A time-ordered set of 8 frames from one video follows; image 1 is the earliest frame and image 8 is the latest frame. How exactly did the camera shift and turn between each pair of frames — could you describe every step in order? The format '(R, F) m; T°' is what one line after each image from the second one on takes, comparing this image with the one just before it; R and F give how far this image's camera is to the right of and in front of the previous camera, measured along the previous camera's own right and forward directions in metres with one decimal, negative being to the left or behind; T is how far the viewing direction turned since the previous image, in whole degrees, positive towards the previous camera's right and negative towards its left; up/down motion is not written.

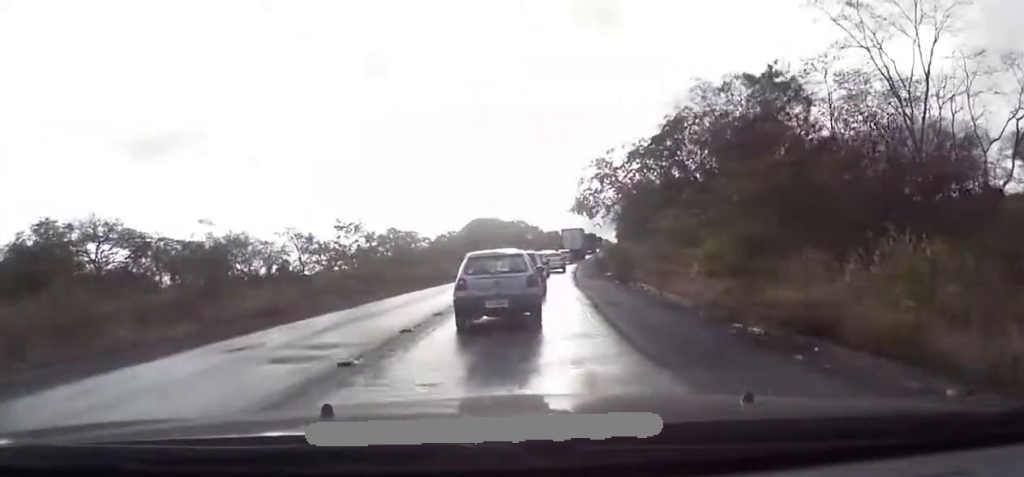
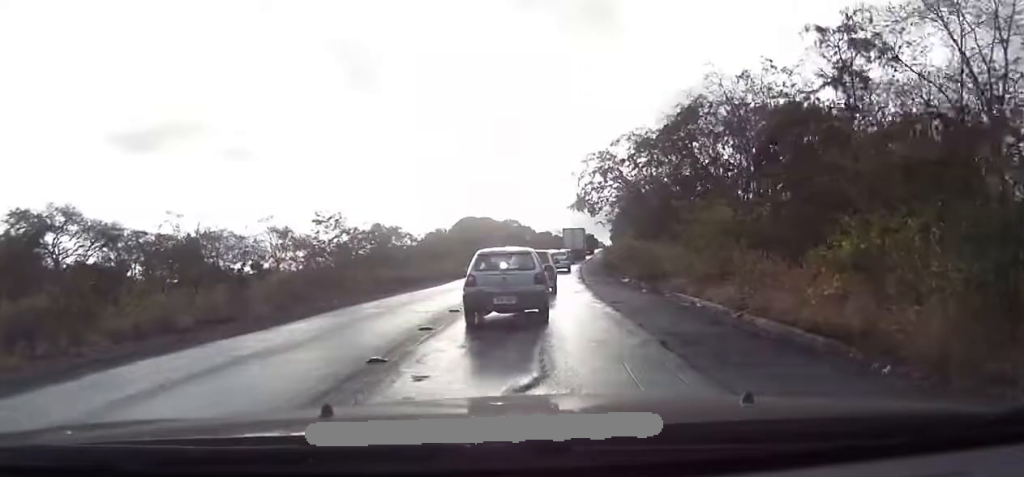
(-0.1, +7.9) m; 0°
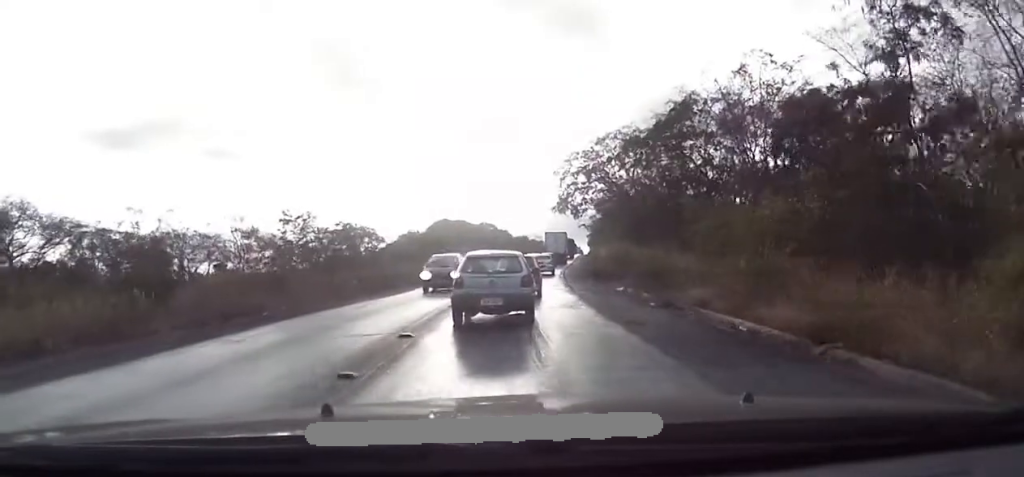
(0.0, +4.8) m; 0°
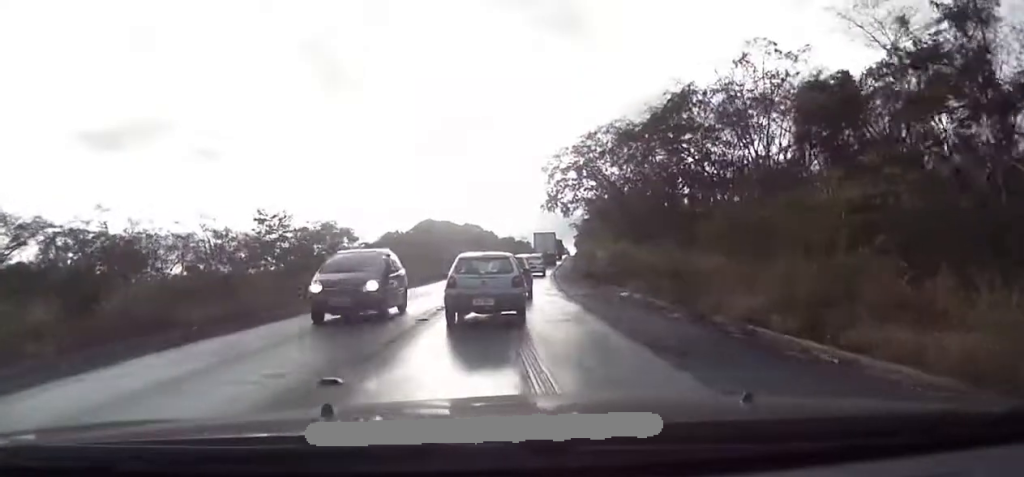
(0.0, +4.3) m; +1°
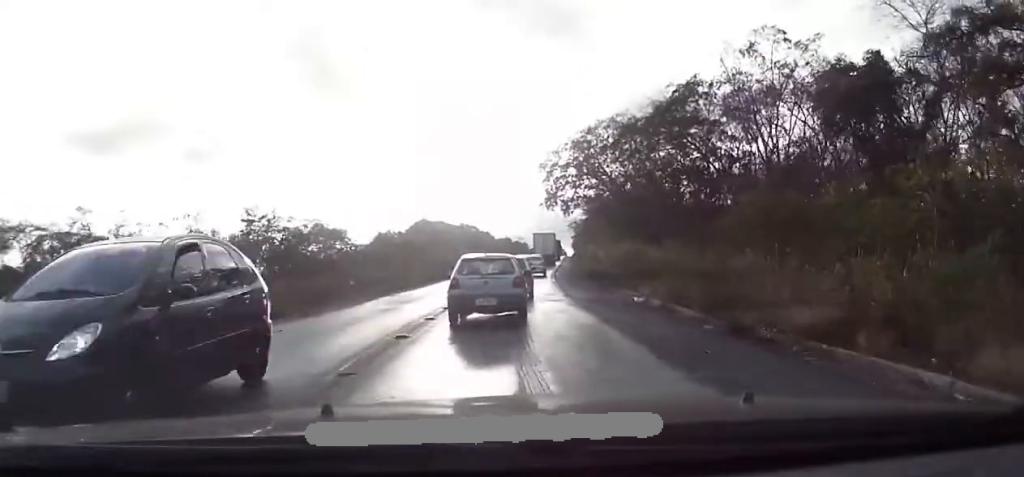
(0.0, +3.0) m; +1°
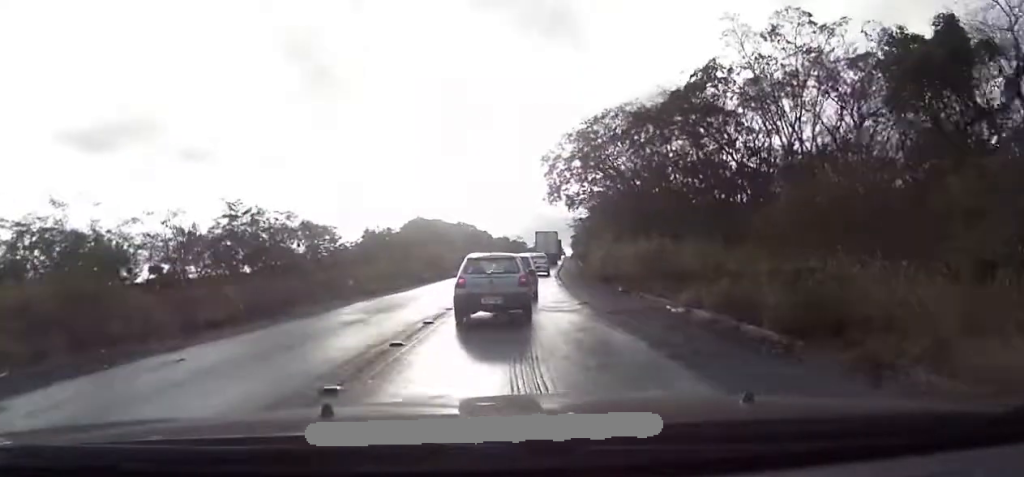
(+0.1, +5.1) m; +3°
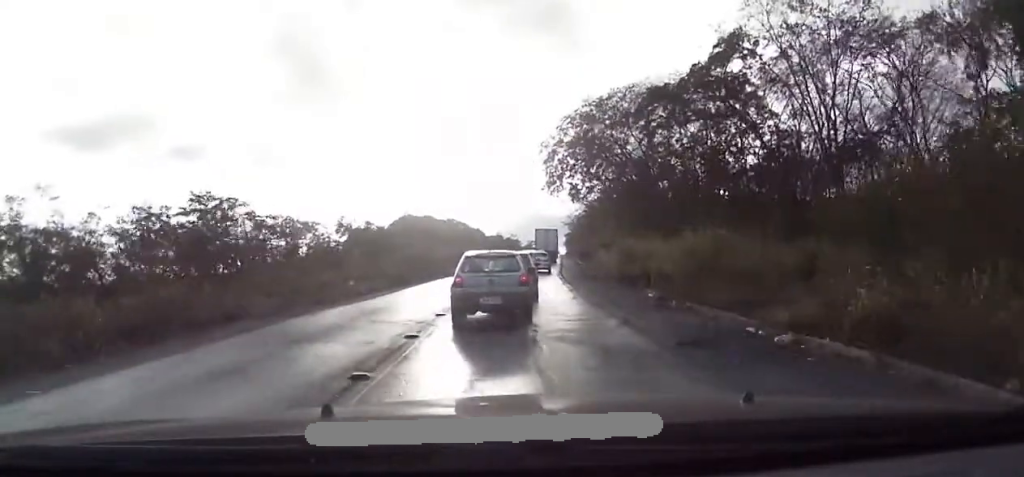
(+0.2, +6.7) m; 0°
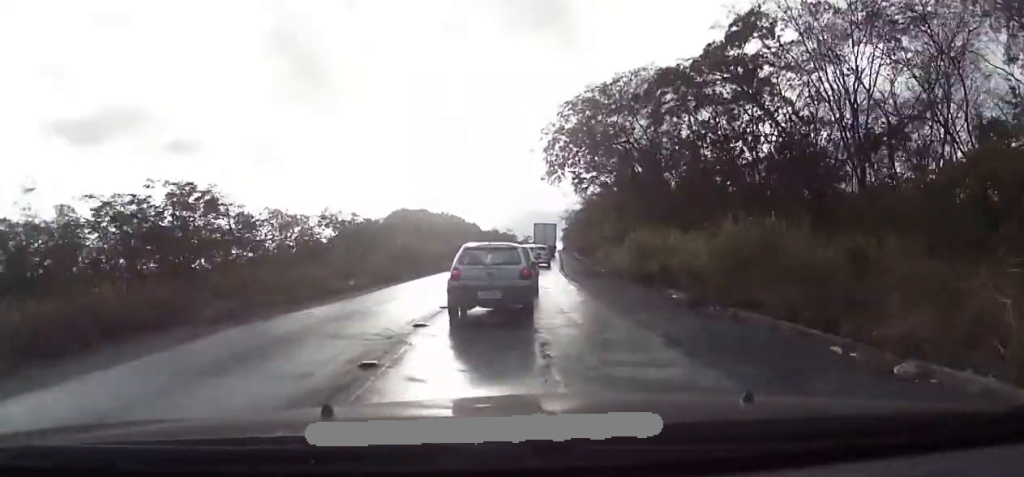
(-0.1, +3.5) m; -2°
